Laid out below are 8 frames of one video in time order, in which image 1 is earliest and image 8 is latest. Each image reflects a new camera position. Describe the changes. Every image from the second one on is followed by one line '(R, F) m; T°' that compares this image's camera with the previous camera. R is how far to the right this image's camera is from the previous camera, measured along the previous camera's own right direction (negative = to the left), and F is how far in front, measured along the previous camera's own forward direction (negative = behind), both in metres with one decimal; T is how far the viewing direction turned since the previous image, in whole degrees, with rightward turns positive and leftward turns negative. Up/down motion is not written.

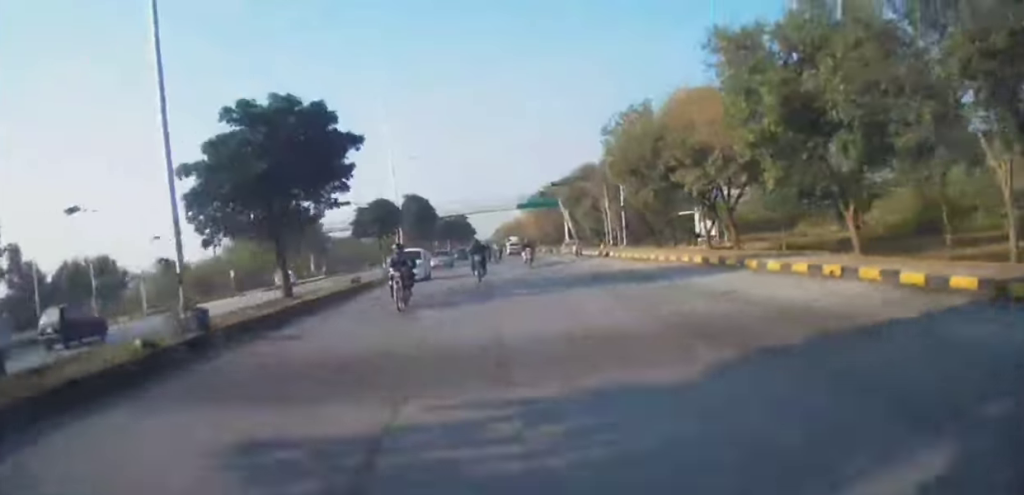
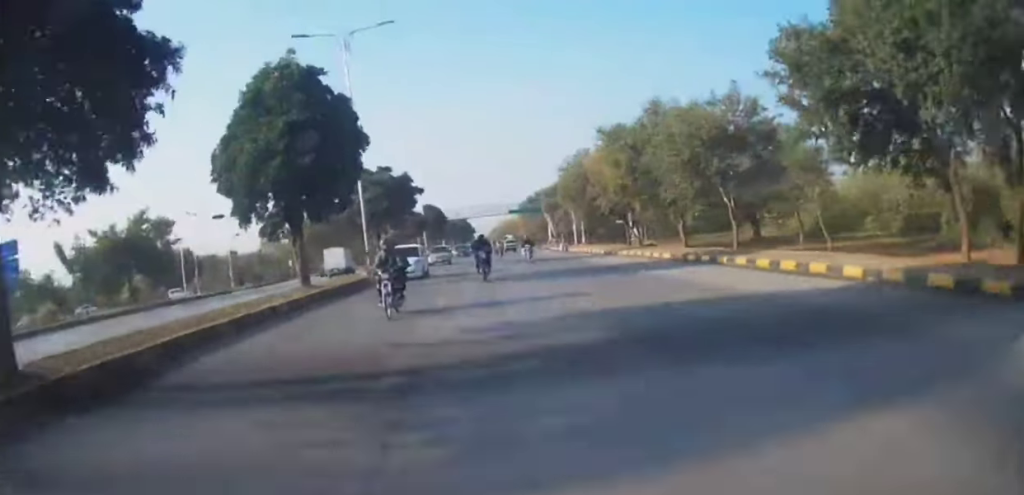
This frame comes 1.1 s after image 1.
(+0.2, +21.0) m; 0°
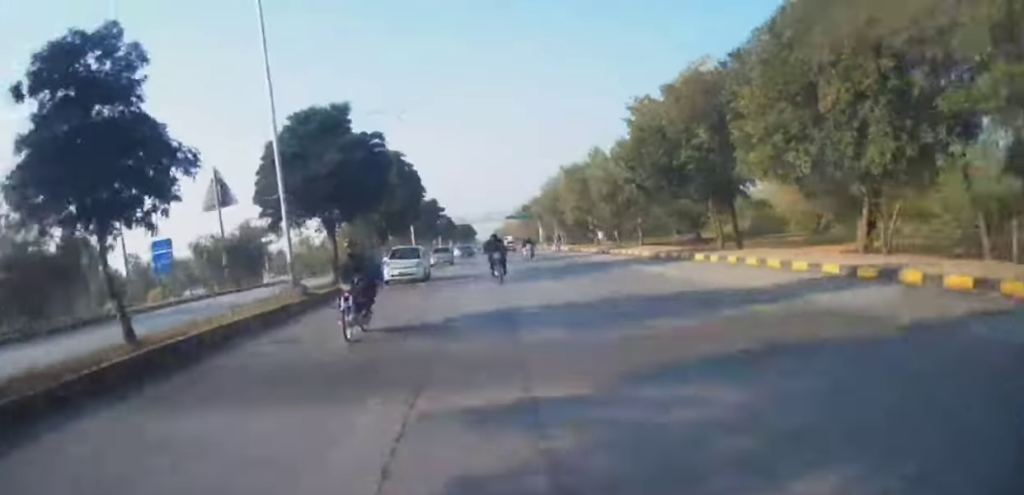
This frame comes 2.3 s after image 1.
(-0.1, +21.6) m; 0°
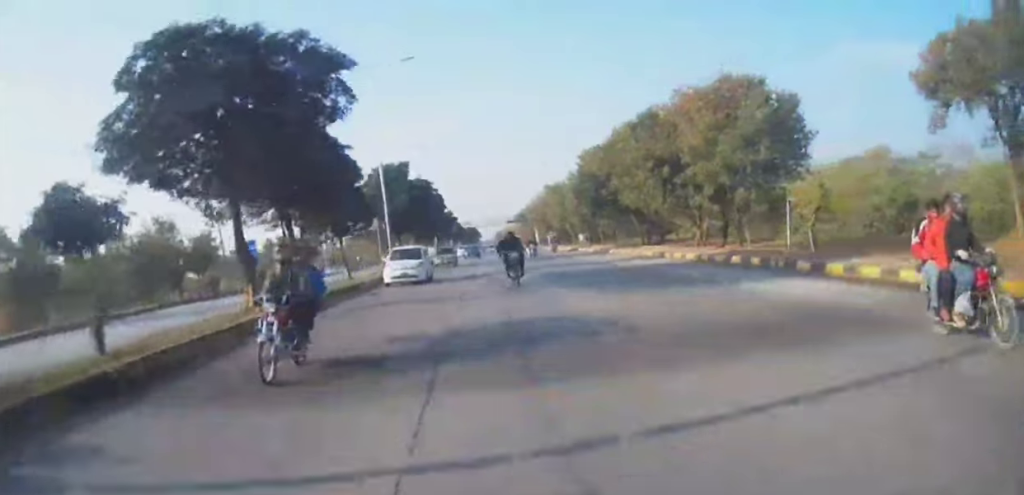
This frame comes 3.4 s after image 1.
(+0.1, +20.1) m; 0°
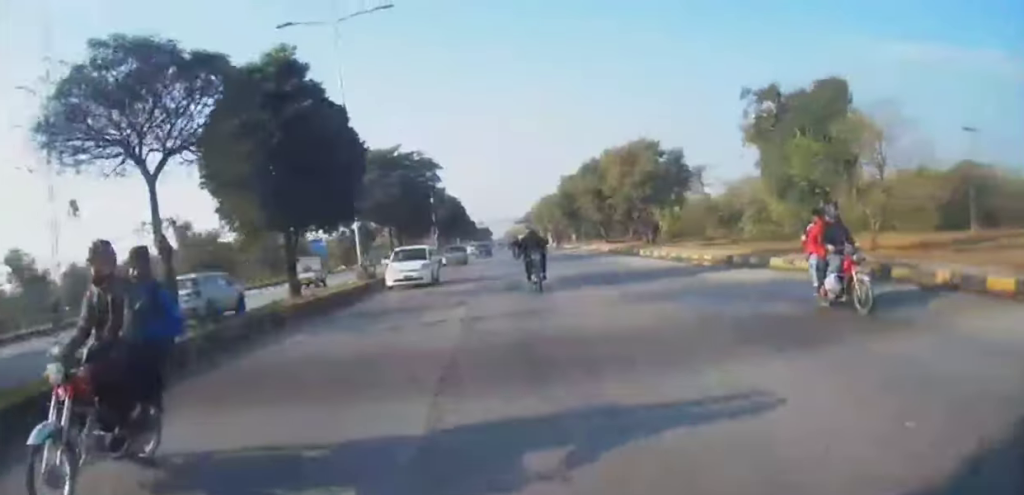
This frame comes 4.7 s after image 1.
(0.0, +24.3) m; -1°
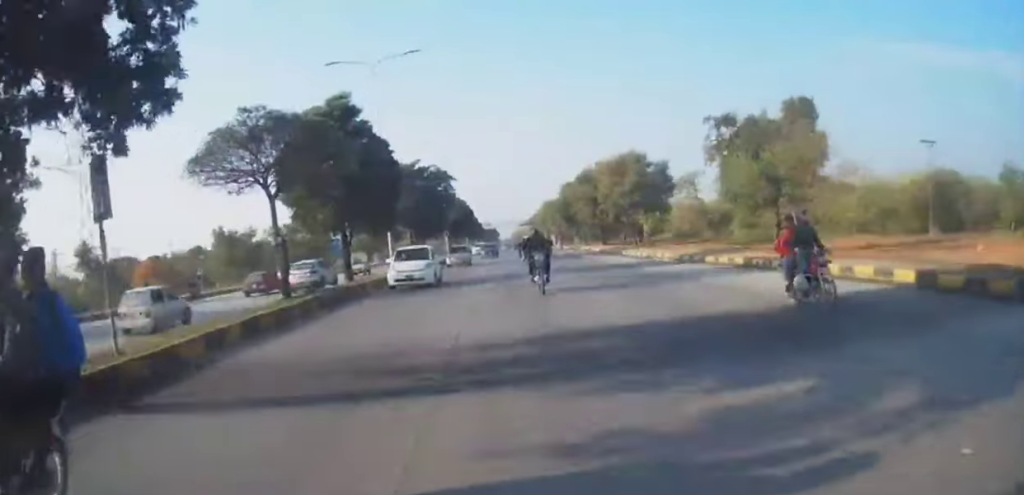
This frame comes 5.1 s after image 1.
(-0.1, +7.2) m; -1°
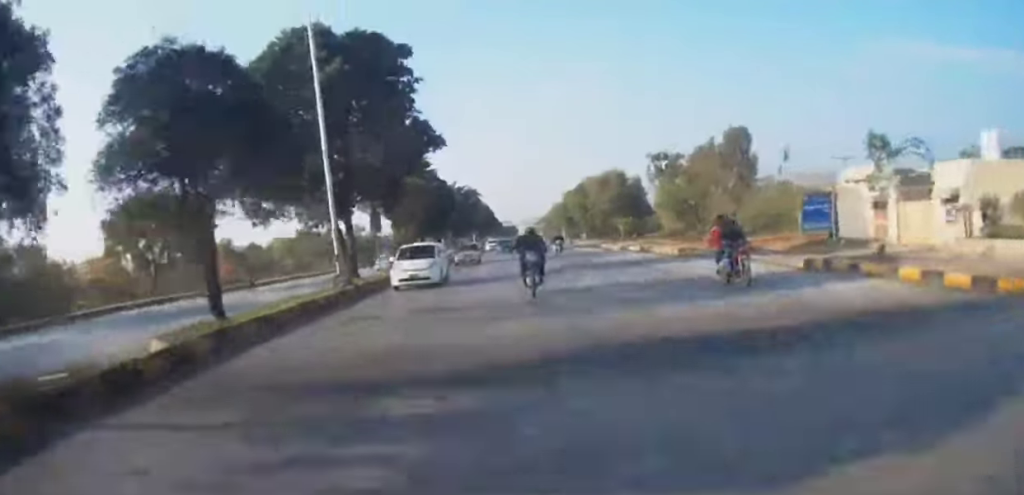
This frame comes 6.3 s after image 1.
(-0.7, +20.8) m; -3°
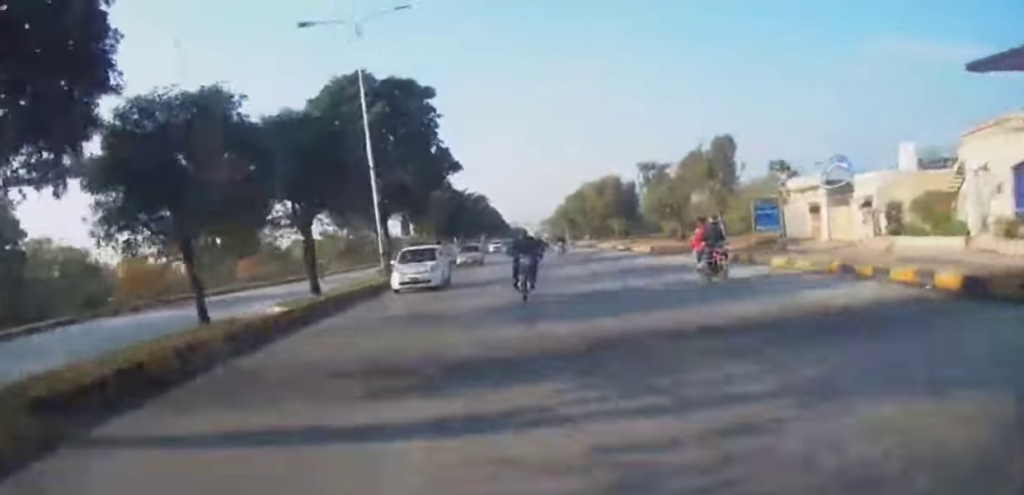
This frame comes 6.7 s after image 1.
(-0.1, +7.7) m; -1°
